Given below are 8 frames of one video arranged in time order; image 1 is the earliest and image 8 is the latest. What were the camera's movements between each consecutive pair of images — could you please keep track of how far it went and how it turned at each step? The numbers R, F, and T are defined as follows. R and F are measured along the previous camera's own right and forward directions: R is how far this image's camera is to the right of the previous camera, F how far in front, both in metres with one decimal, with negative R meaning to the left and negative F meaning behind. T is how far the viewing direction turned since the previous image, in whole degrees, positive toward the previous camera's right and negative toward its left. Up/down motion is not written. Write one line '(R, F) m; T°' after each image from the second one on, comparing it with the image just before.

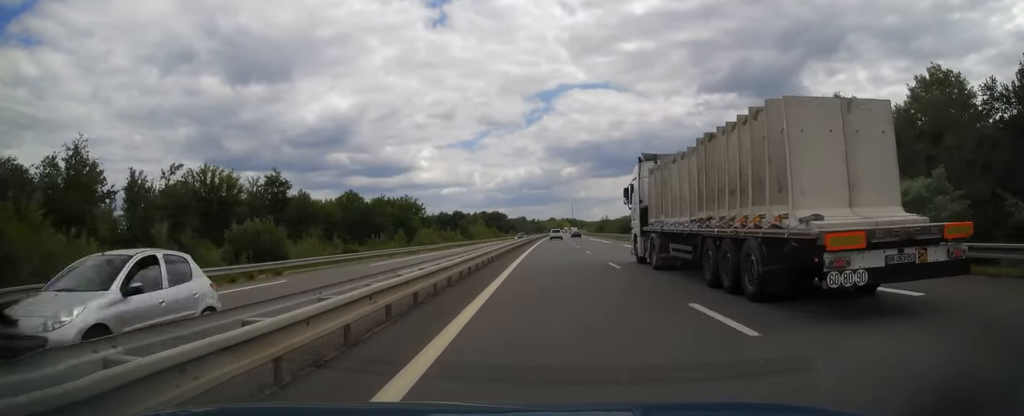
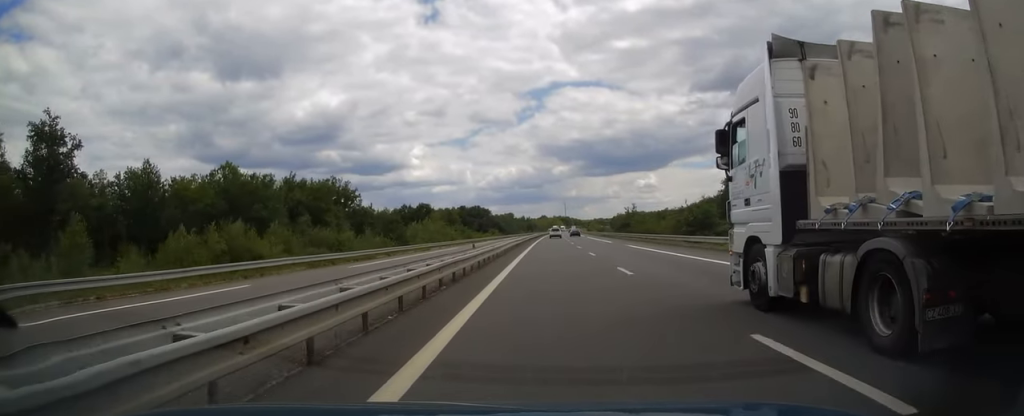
(+0.3, +55.1) m; +1°
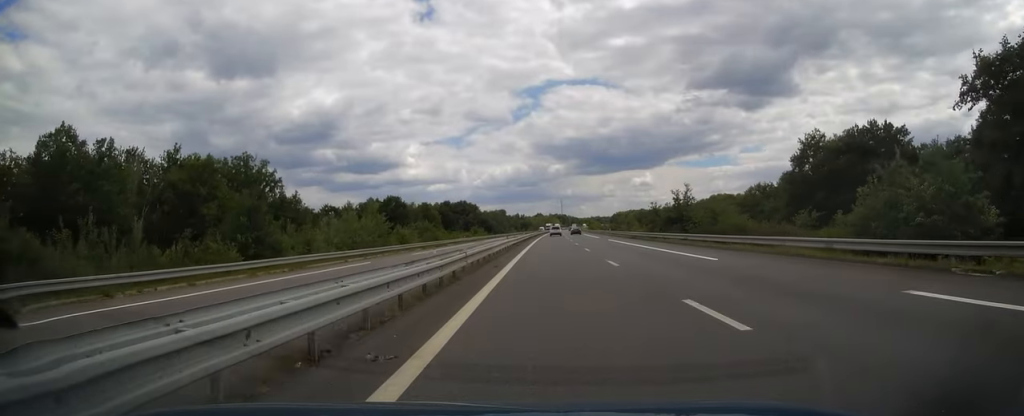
(+0.2, +35.9) m; +1°
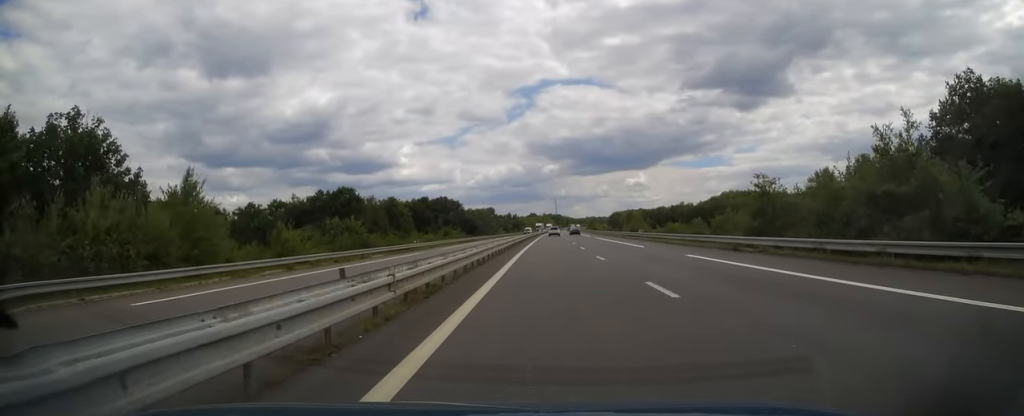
(+0.2, +35.8) m; 0°
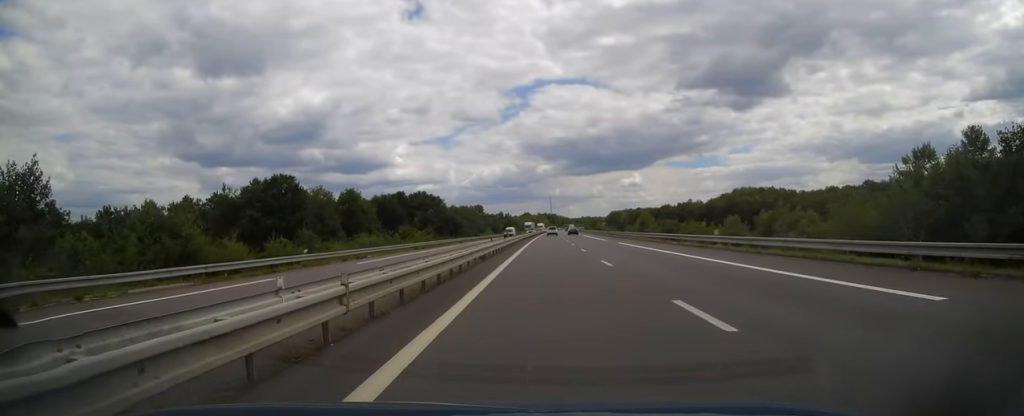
(0.0, +30.0) m; 0°
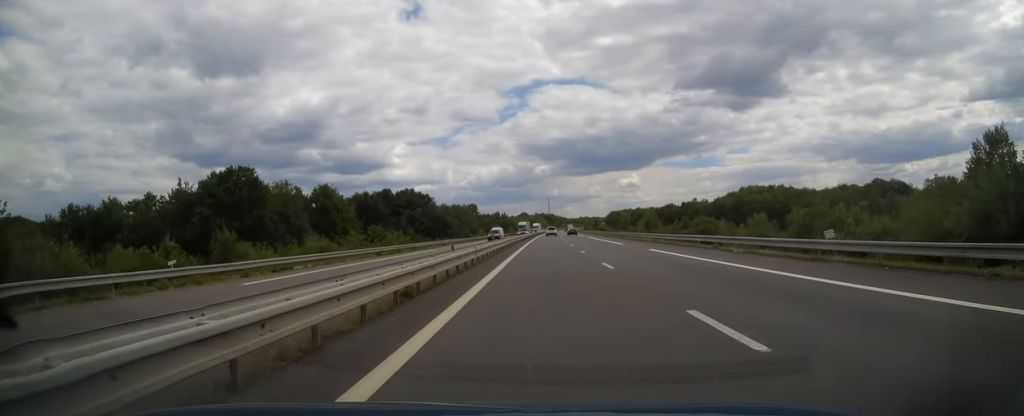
(+0.1, +14.3) m; 0°
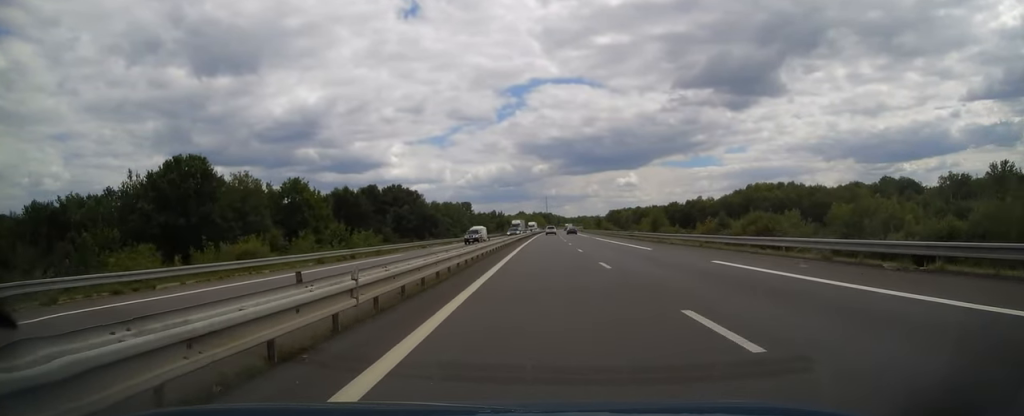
(0.0, +13.1) m; 0°
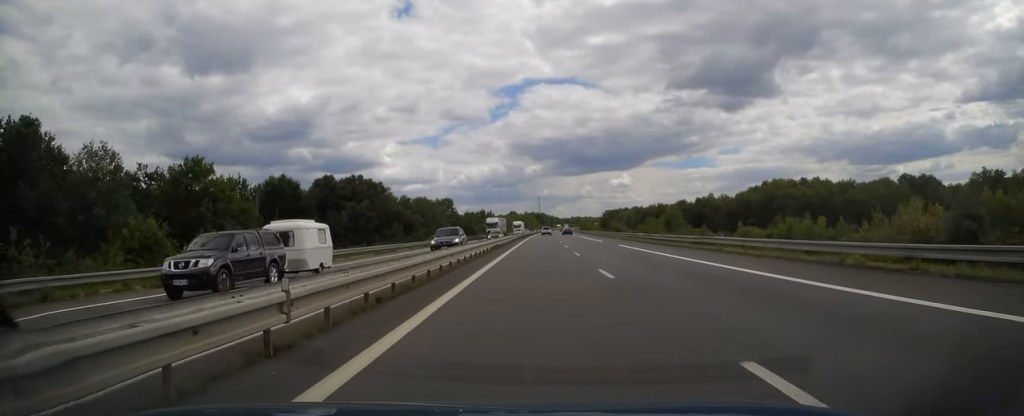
(+0.1, +29.8) m; 0°
